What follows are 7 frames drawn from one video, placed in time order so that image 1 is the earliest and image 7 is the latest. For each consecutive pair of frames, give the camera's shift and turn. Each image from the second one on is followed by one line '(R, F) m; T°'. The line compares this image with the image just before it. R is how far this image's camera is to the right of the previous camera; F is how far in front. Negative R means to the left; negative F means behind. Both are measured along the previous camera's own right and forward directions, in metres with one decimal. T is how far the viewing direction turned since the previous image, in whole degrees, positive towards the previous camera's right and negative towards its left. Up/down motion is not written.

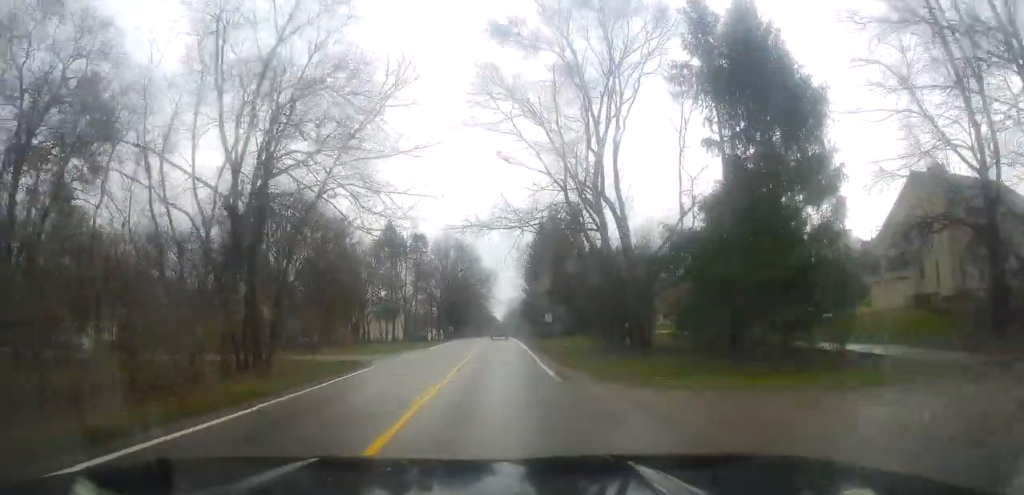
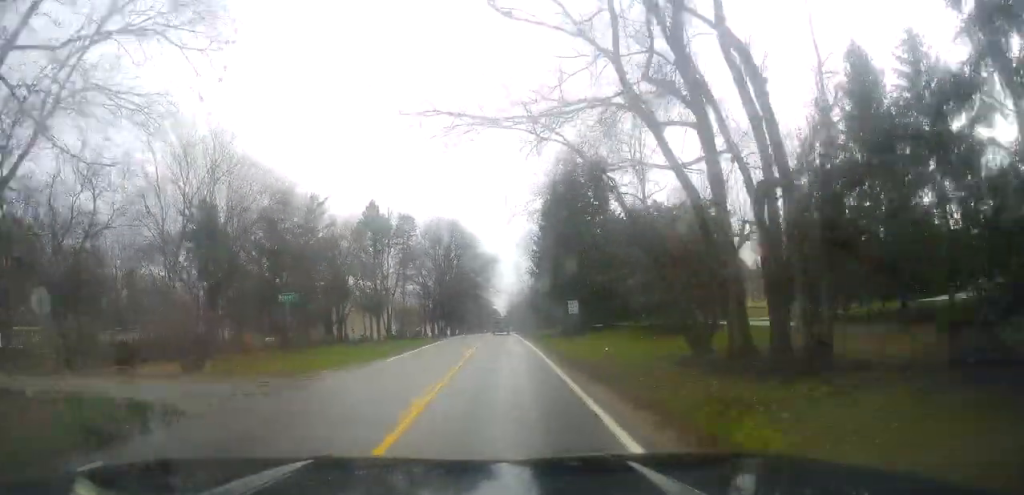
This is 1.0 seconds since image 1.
(+0.4, +16.9) m; 0°
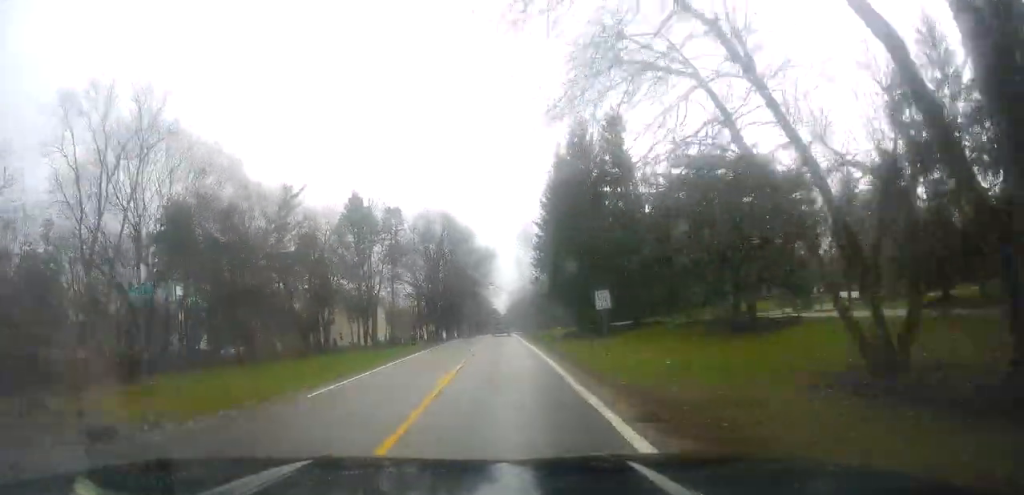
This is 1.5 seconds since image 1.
(-0.2, +10.3) m; -1°
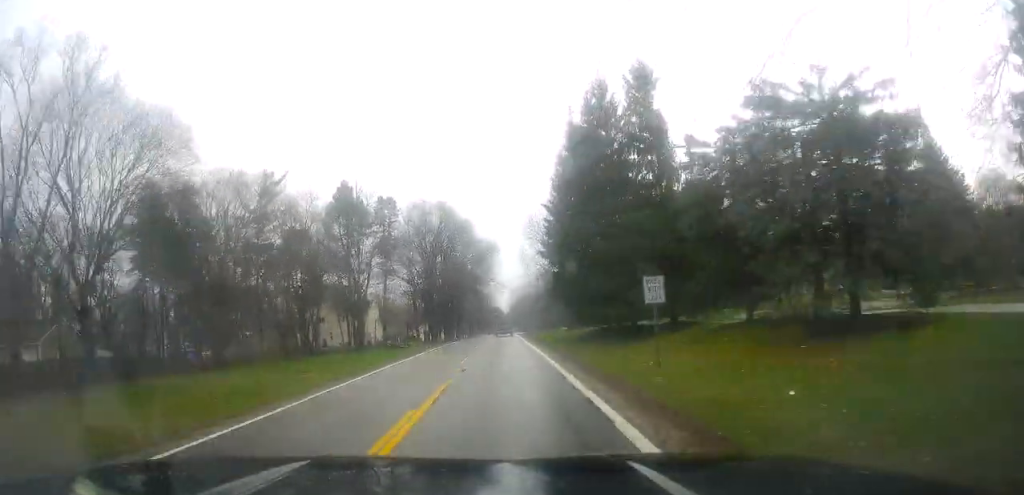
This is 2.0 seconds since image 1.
(-0.1, +7.9) m; -1°
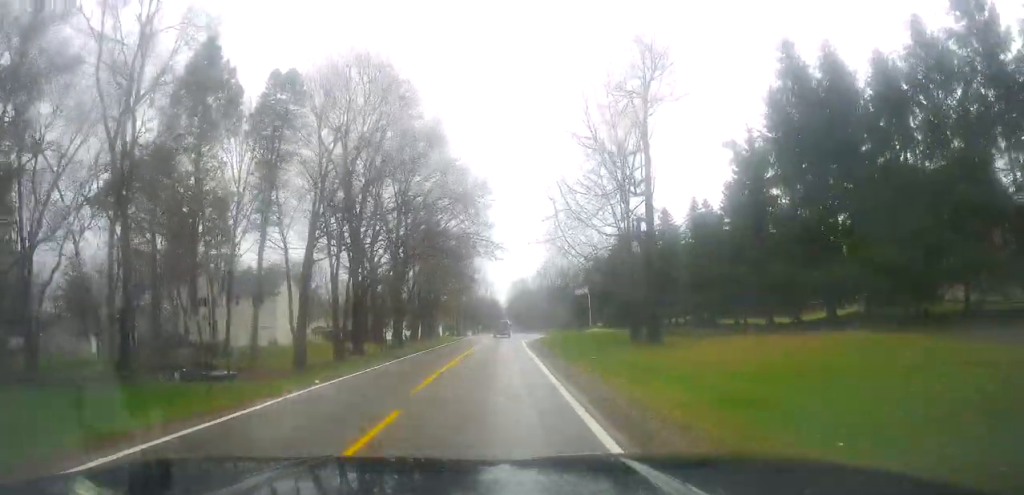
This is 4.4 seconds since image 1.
(0.0, +45.3) m; +1°
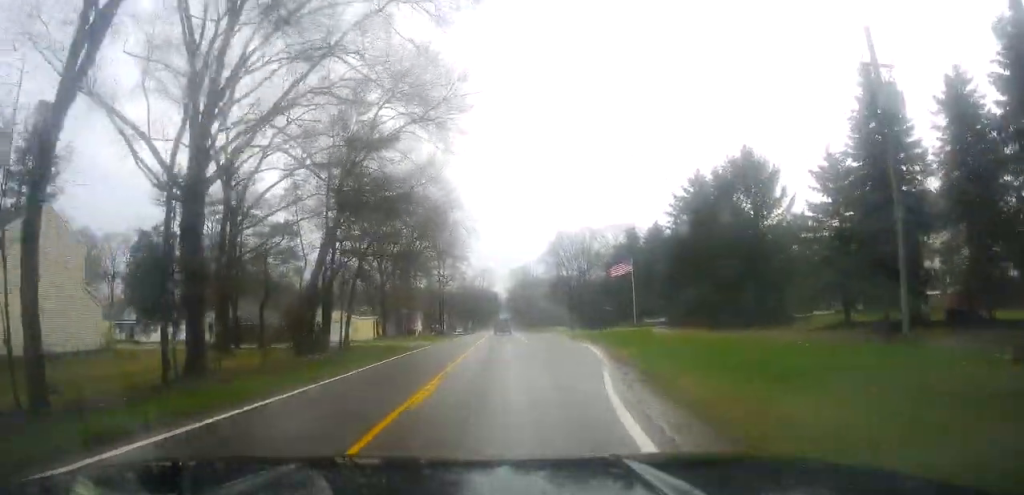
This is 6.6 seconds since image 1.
(+1.3, +41.1) m; +1°
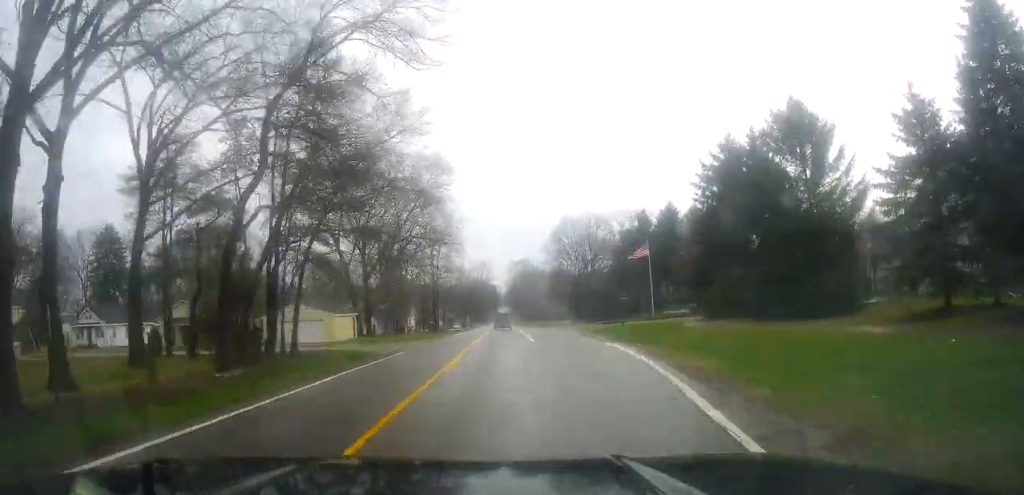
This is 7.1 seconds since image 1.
(-0.1, +9.7) m; -1°
